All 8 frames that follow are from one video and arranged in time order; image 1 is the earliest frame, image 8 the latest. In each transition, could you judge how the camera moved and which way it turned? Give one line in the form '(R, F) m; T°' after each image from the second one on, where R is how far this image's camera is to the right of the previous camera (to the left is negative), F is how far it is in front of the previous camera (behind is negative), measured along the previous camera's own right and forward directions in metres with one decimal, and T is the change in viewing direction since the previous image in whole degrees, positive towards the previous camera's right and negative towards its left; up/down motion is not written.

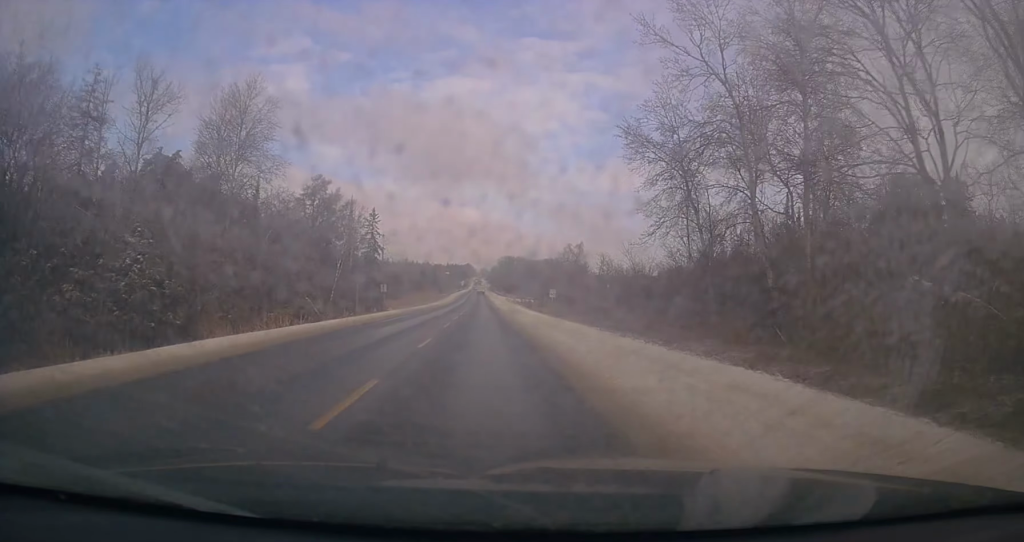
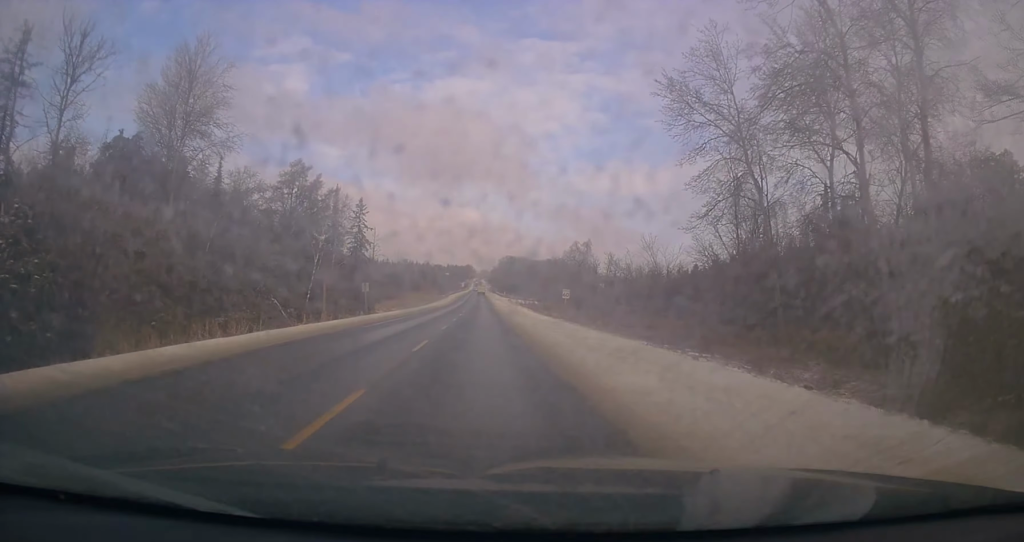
(-0.1, +9.5) m; 0°
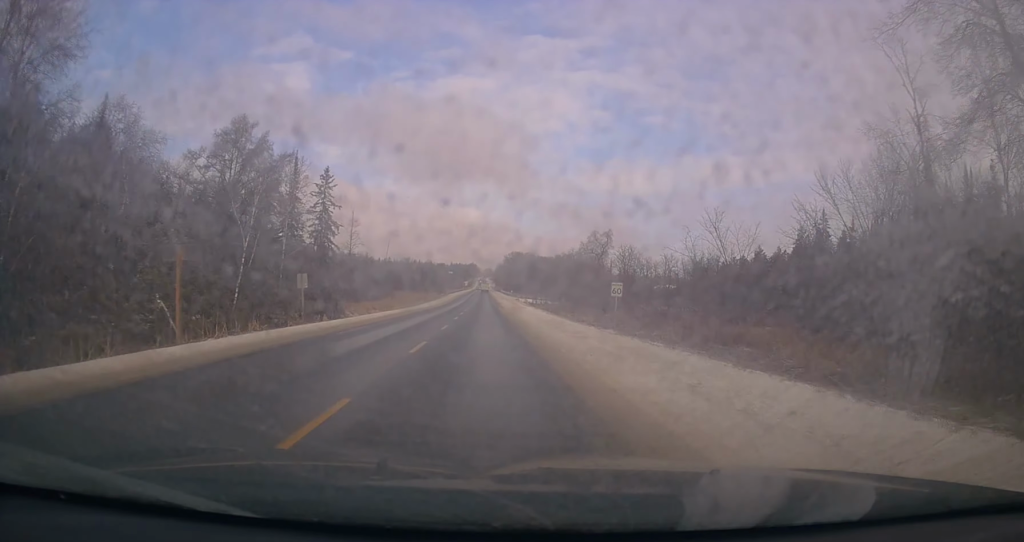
(+0.3, +18.7) m; 0°
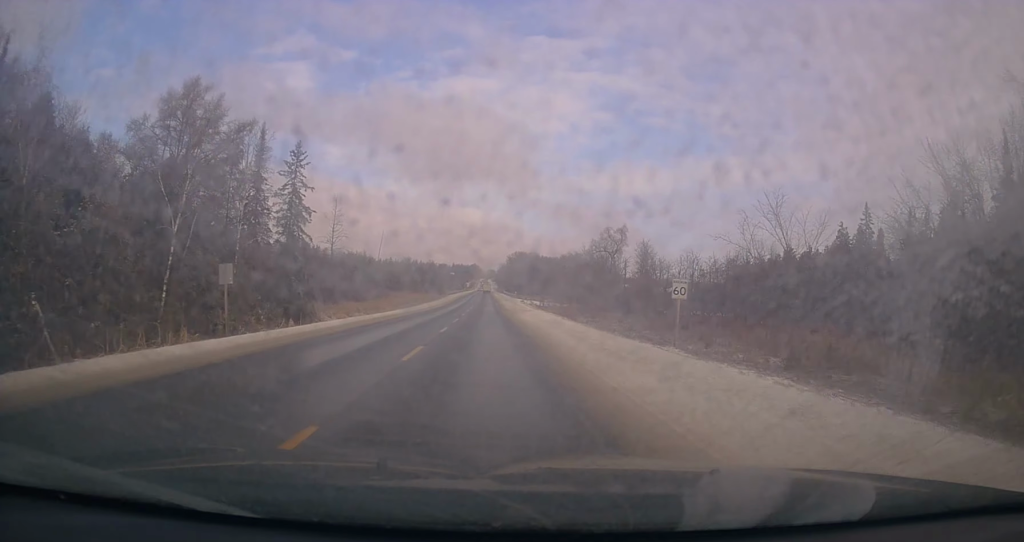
(-0.1, +10.4) m; 0°
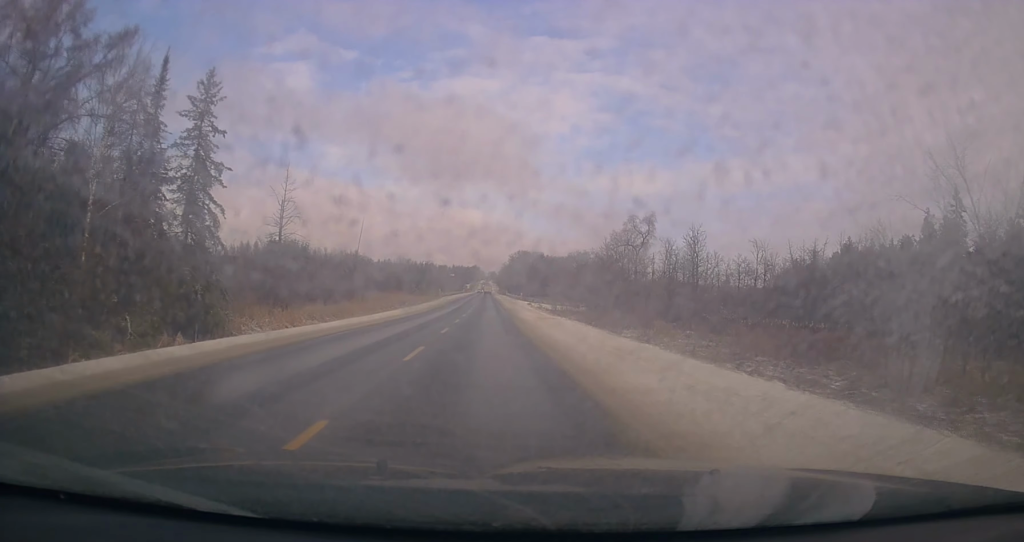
(-0.1, +17.5) m; 0°
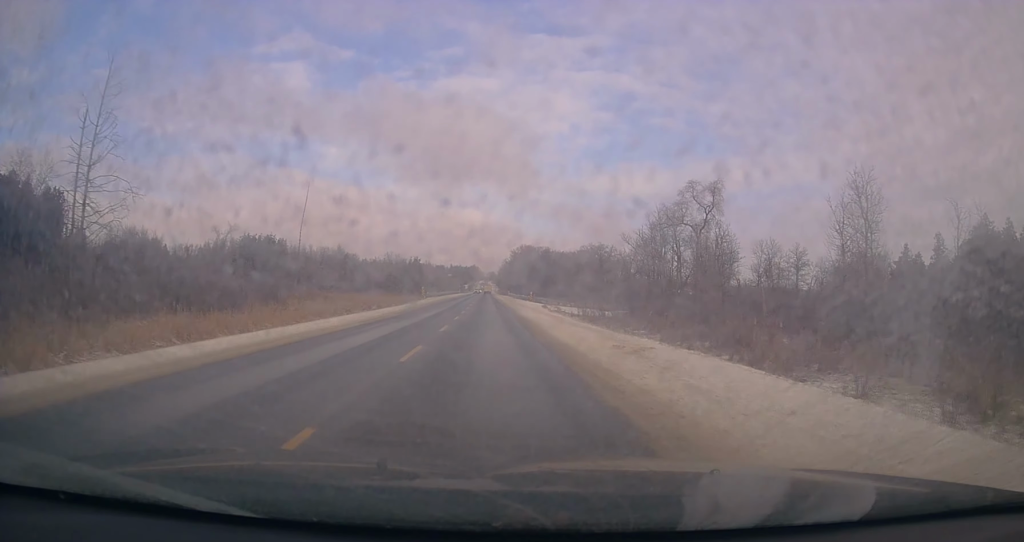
(+0.4, +27.4) m; -1°
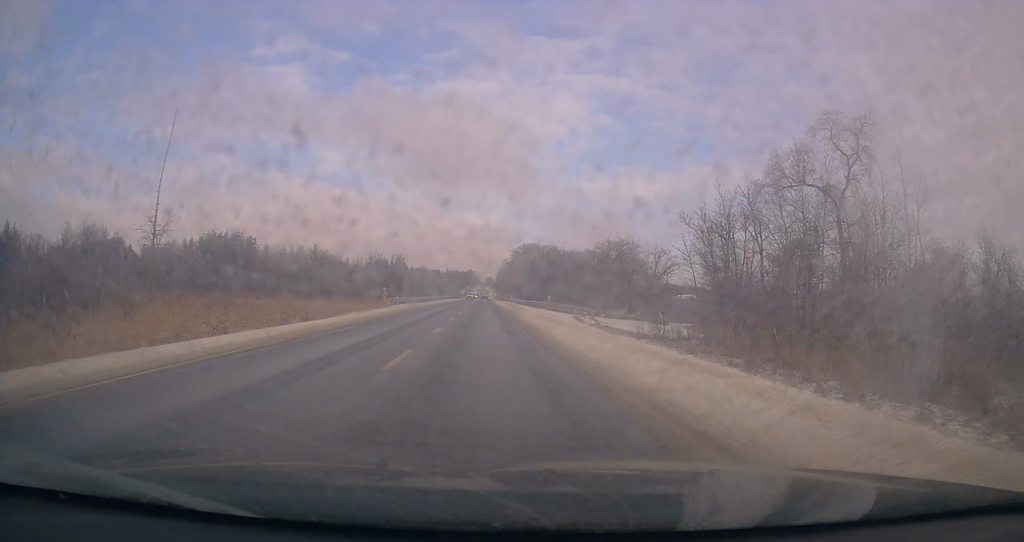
(-0.6, +28.1) m; 0°
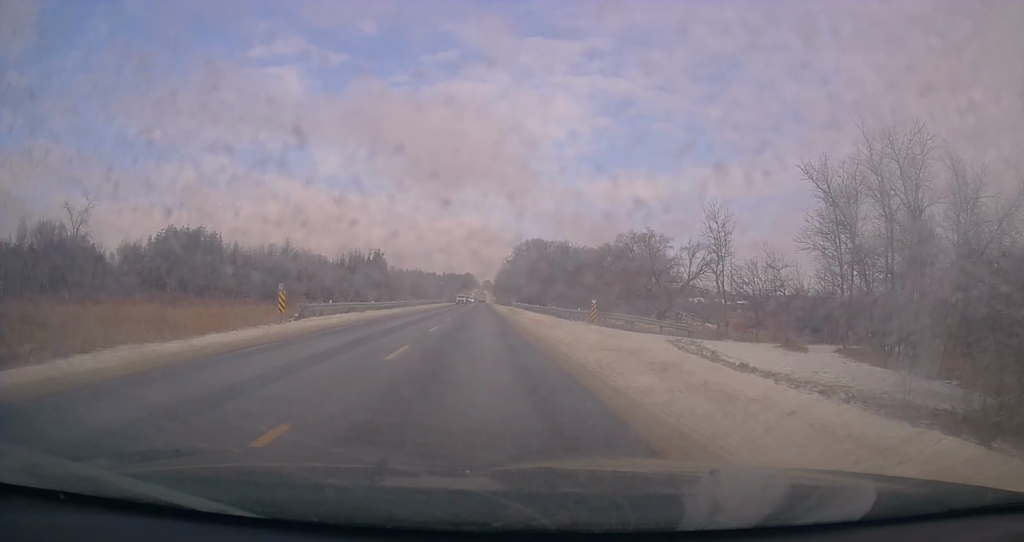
(+0.7, +26.3) m; +1°
